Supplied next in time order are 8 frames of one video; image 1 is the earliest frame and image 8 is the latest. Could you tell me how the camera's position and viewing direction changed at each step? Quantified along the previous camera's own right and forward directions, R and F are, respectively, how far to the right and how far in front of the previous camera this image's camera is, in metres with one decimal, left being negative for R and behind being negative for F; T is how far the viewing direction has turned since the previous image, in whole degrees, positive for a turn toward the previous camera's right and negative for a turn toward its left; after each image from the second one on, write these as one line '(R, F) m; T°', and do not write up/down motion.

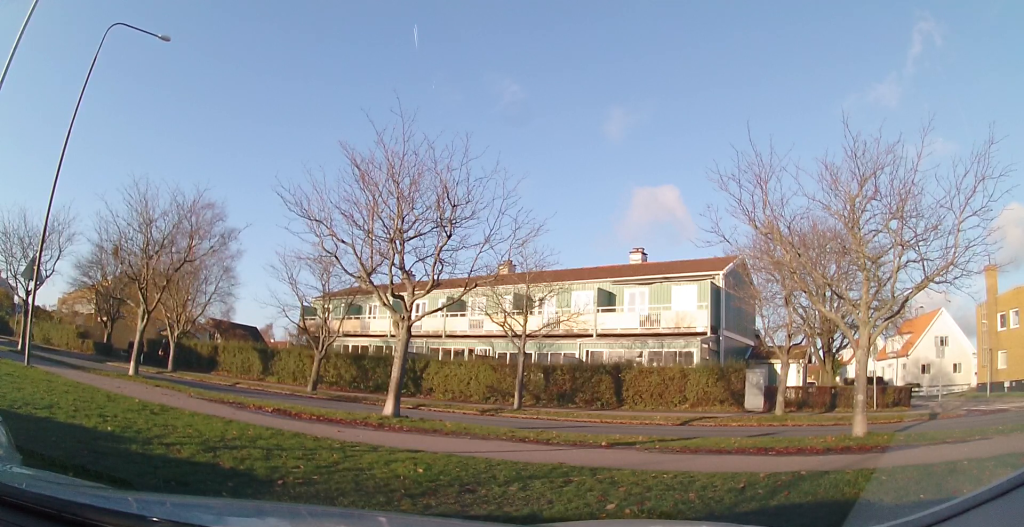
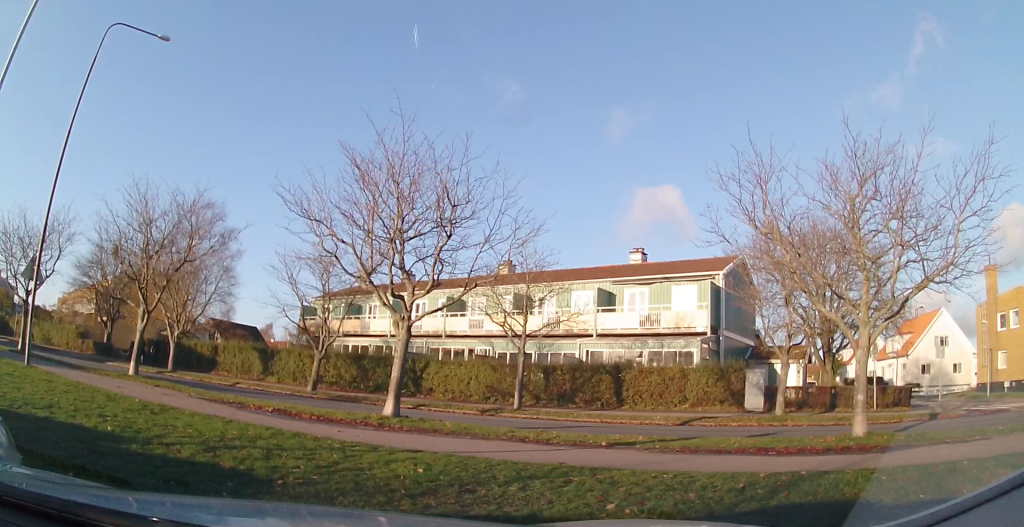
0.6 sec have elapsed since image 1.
(0.0, 0.0) m; 0°
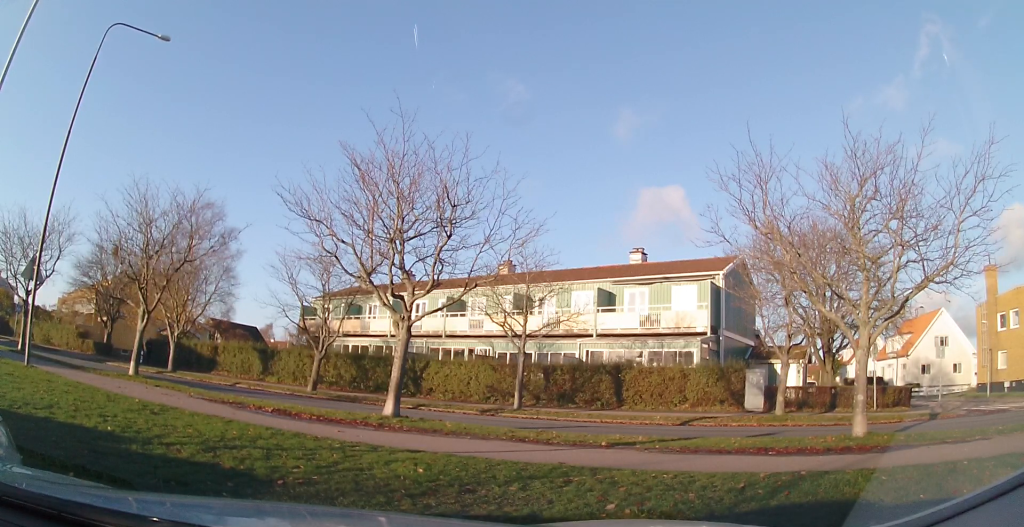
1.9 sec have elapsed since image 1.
(0.0, 0.0) m; 0°
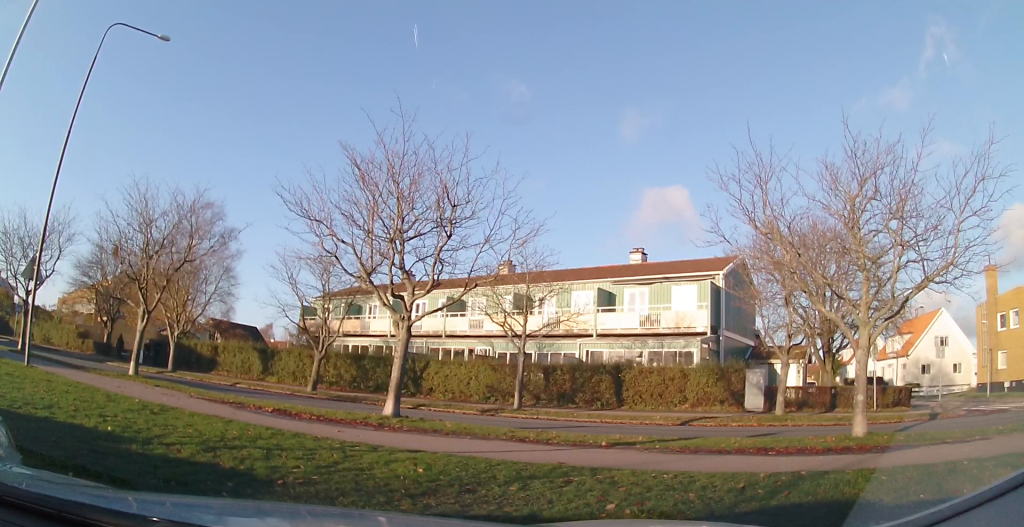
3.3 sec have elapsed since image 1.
(0.0, 0.0) m; 0°
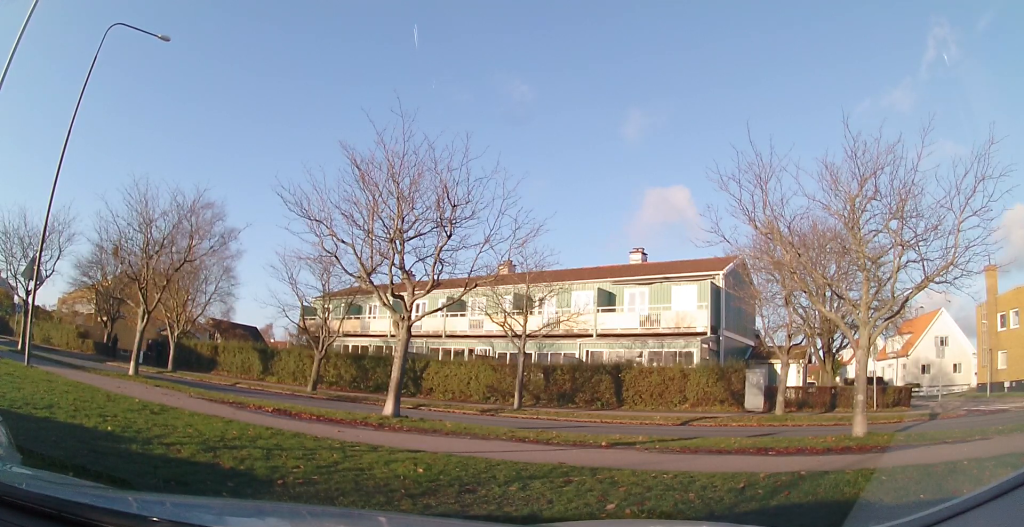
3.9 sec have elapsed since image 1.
(0.0, 0.0) m; 0°
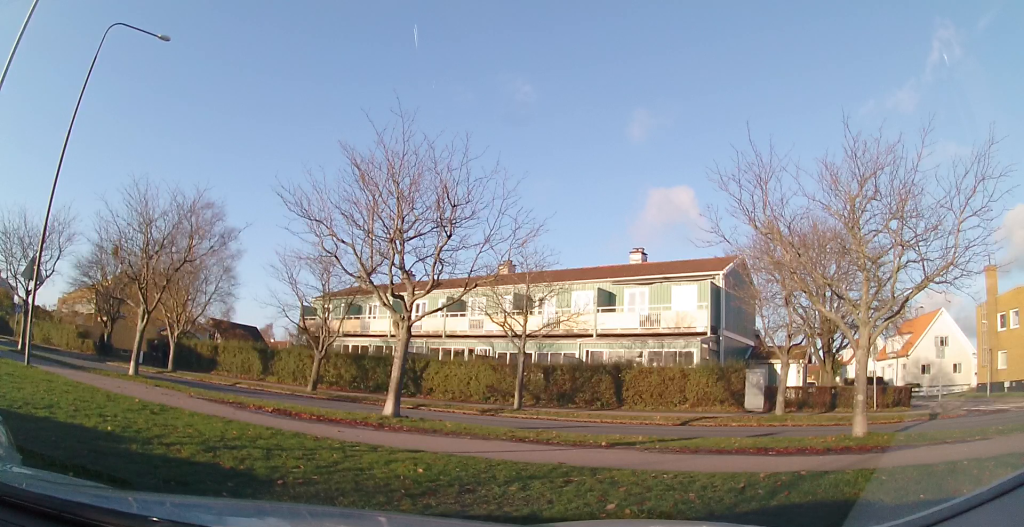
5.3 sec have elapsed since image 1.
(0.0, 0.0) m; 0°
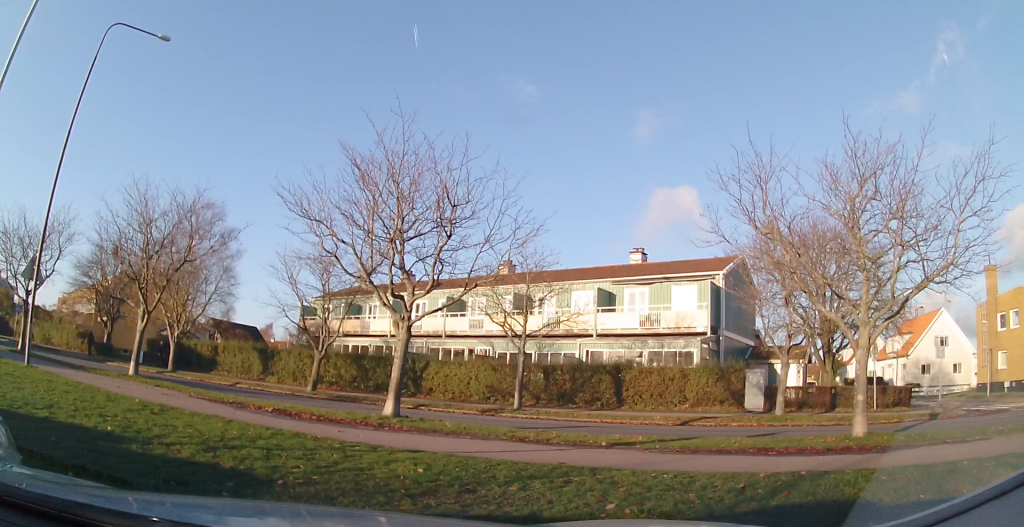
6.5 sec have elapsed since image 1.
(0.0, 0.0) m; 0°
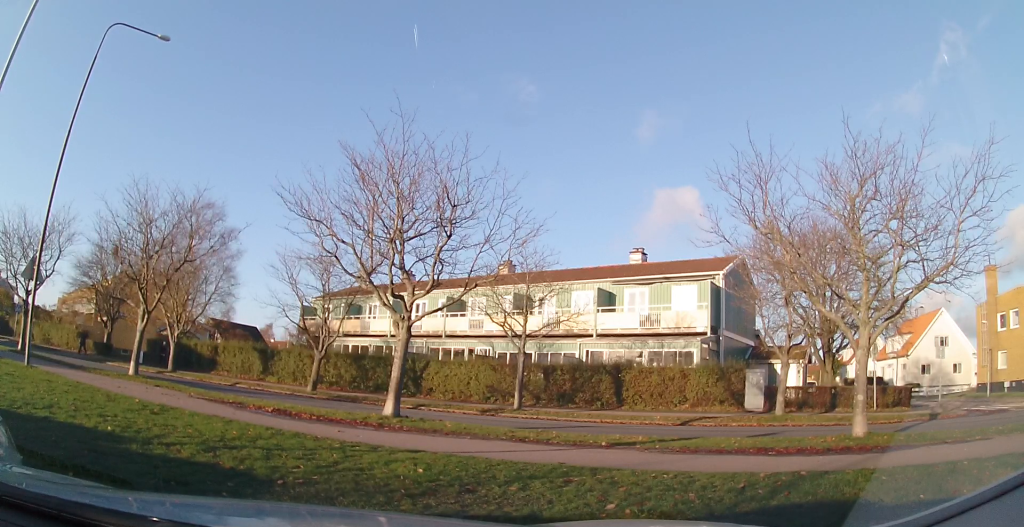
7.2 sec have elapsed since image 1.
(0.0, 0.0) m; 0°
